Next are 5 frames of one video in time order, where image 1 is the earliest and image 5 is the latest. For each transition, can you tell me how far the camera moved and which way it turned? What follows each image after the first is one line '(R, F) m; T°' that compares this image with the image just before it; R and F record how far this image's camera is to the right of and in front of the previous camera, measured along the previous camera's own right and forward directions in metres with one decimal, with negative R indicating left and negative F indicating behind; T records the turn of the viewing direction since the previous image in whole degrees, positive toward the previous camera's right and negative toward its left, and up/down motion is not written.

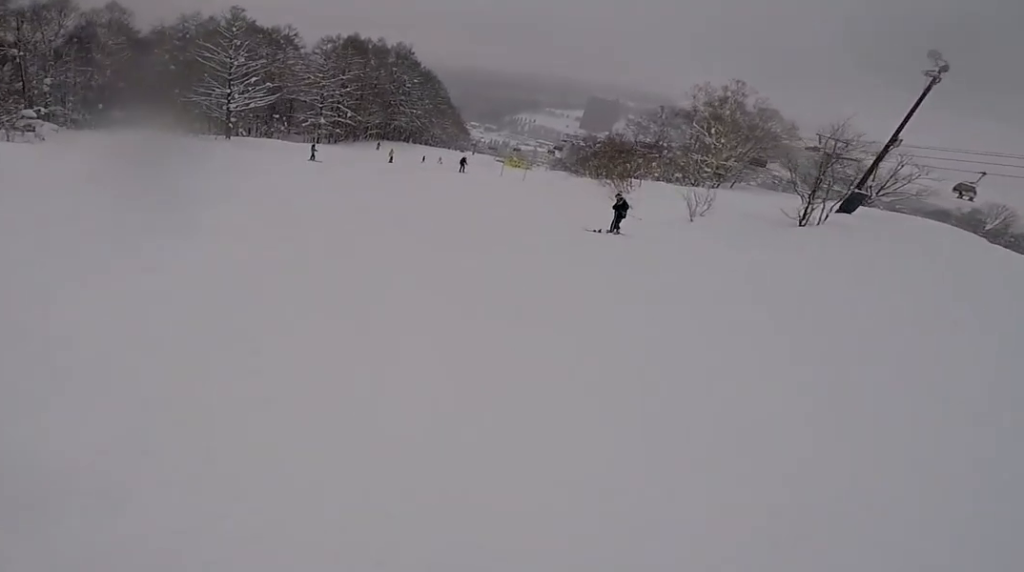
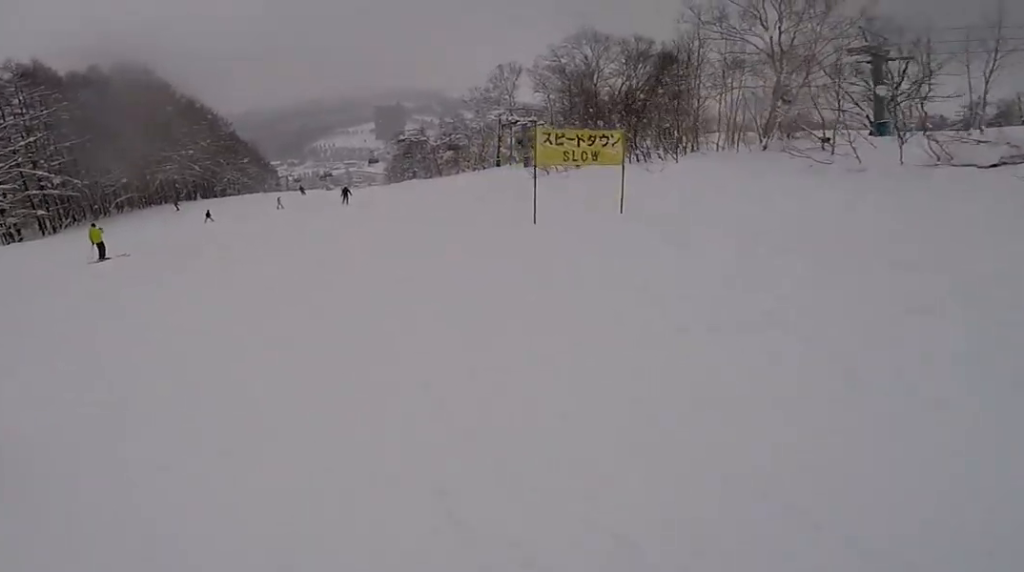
(+5.2, +34.3) m; +15°
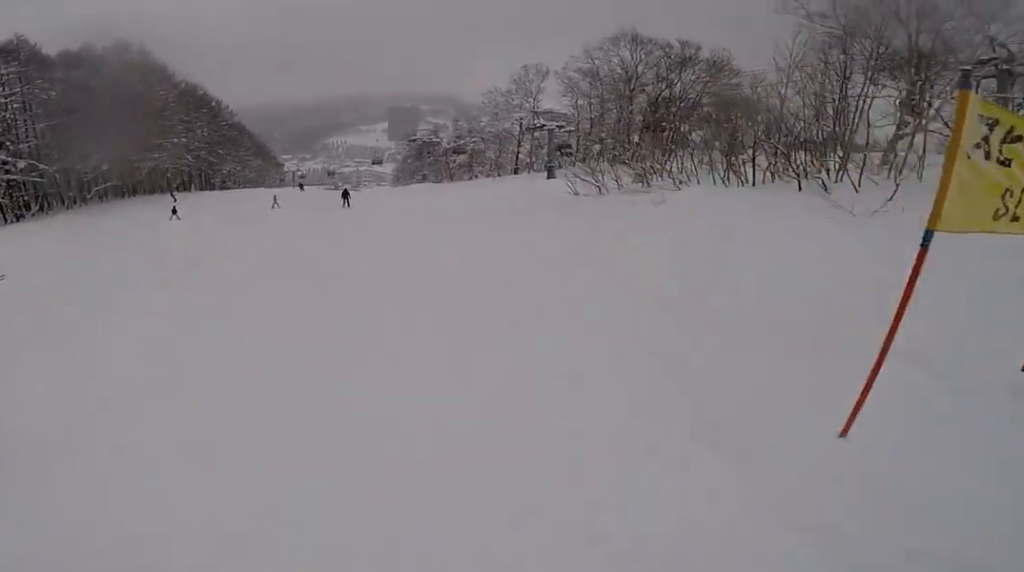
(-0.1, +6.9) m; -2°
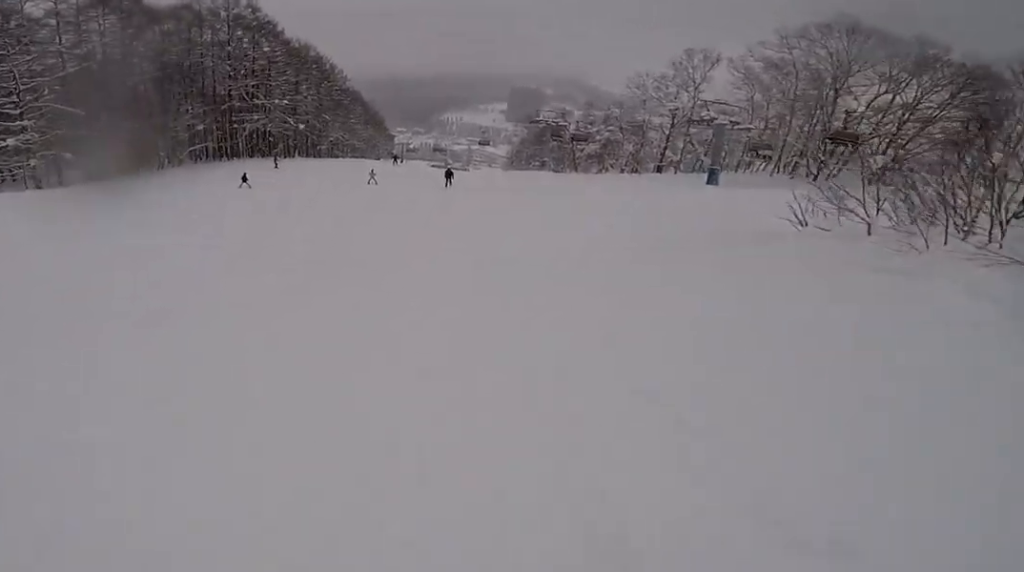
(-0.8, +7.9) m; -2°
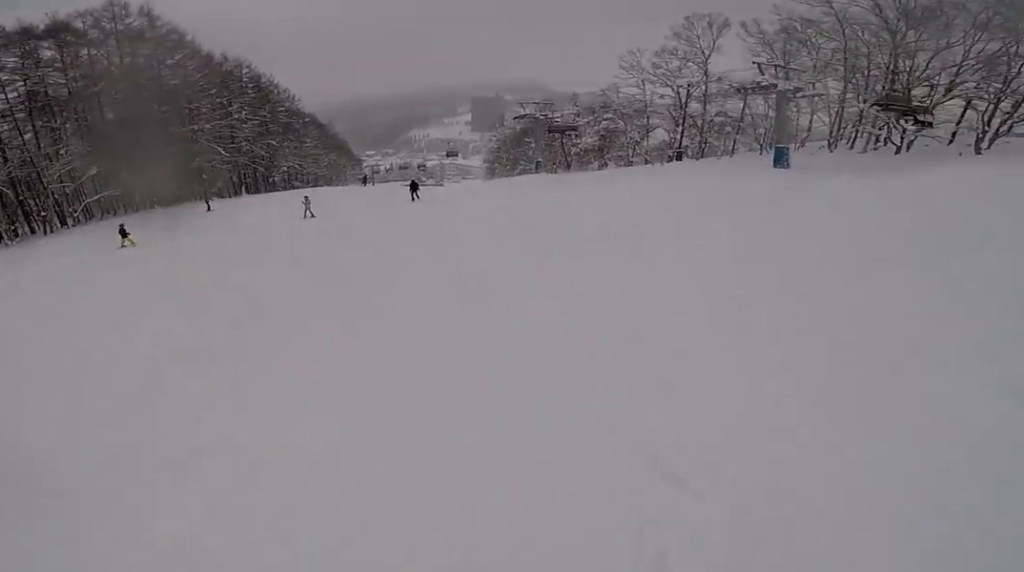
(+0.6, +13.1) m; -2°
